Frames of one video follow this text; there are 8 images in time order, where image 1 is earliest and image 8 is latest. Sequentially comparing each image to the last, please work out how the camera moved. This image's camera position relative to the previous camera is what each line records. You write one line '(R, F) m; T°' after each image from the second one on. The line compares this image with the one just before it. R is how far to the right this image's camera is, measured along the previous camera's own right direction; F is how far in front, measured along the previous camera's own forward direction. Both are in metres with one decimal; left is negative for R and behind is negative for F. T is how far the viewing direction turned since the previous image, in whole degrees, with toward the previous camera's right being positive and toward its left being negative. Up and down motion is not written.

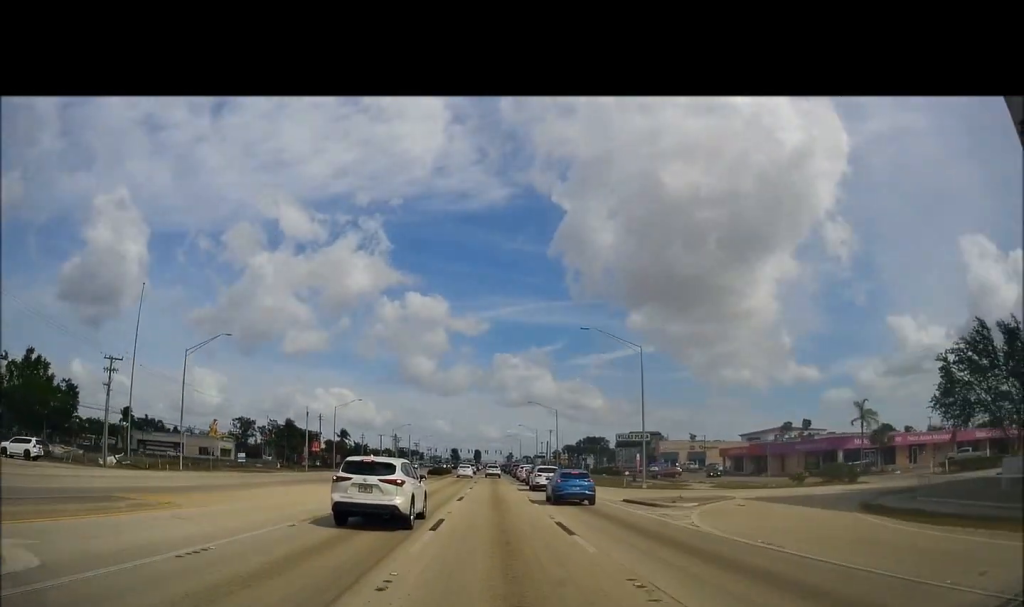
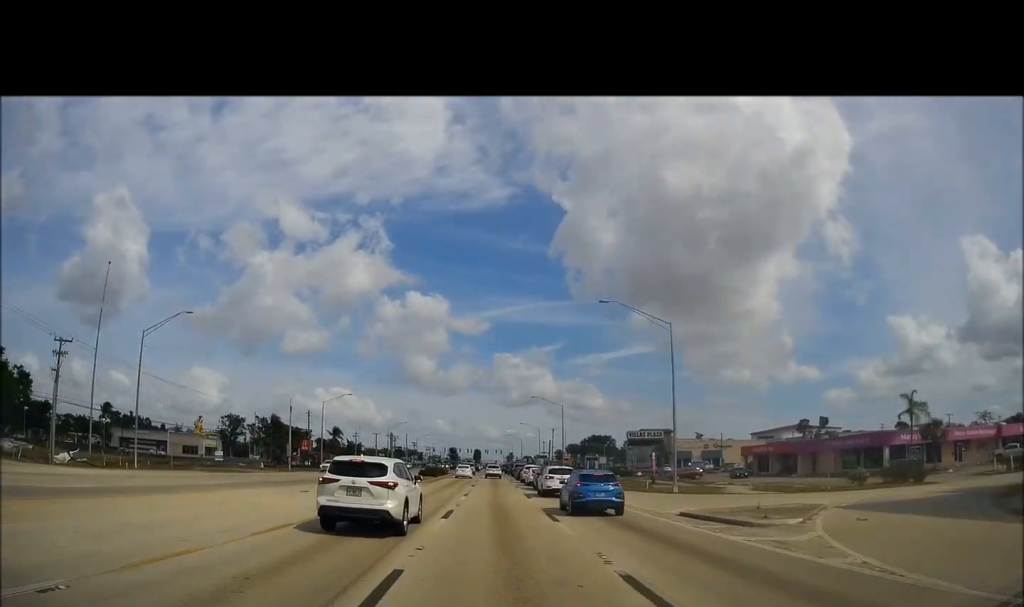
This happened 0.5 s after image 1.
(+0.4, +9.3) m; +1°
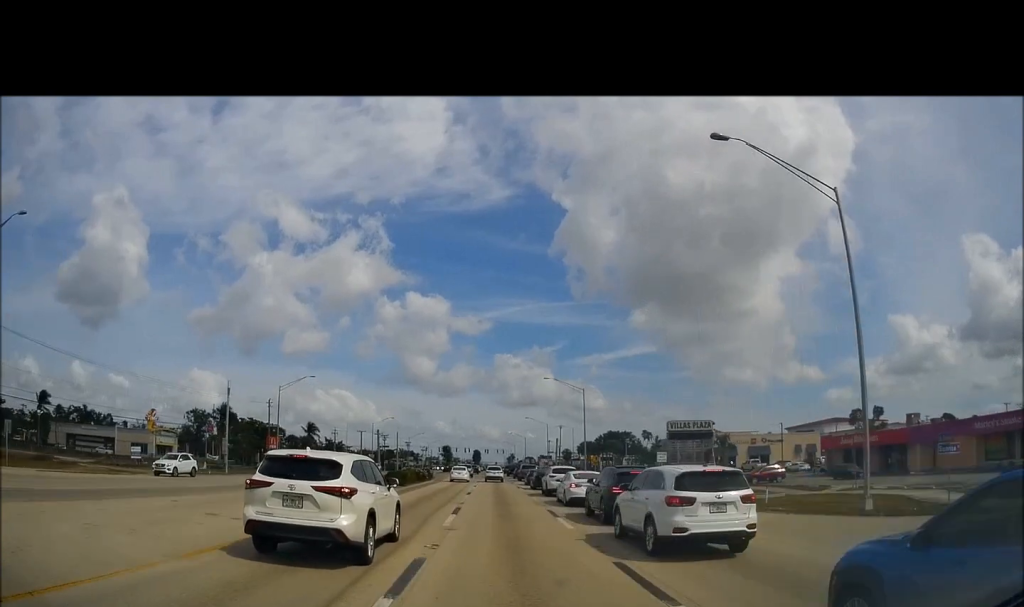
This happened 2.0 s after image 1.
(+0.5, +24.0) m; 0°
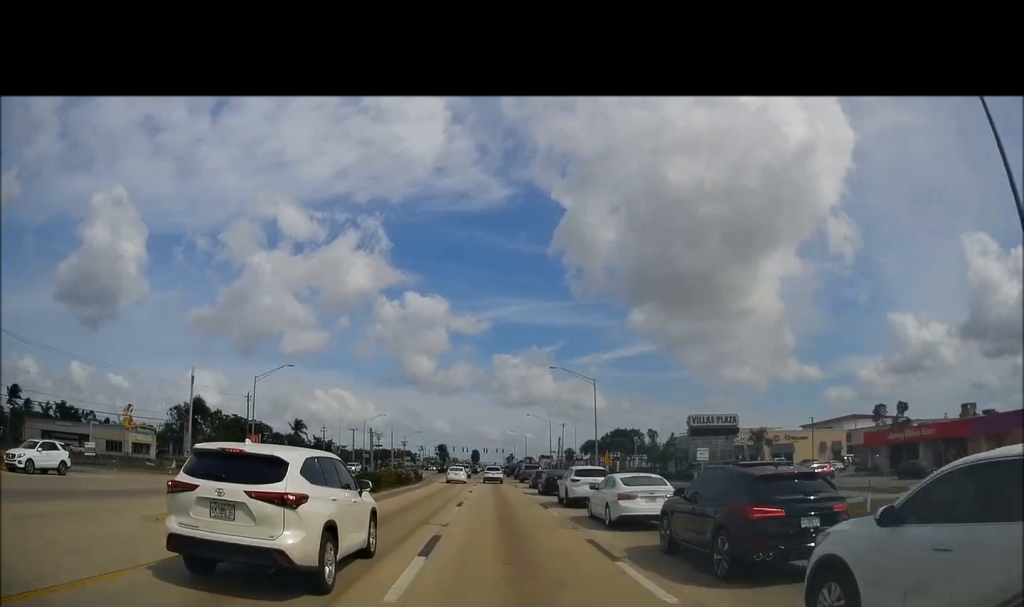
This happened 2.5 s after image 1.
(-0.3, +9.1) m; 0°
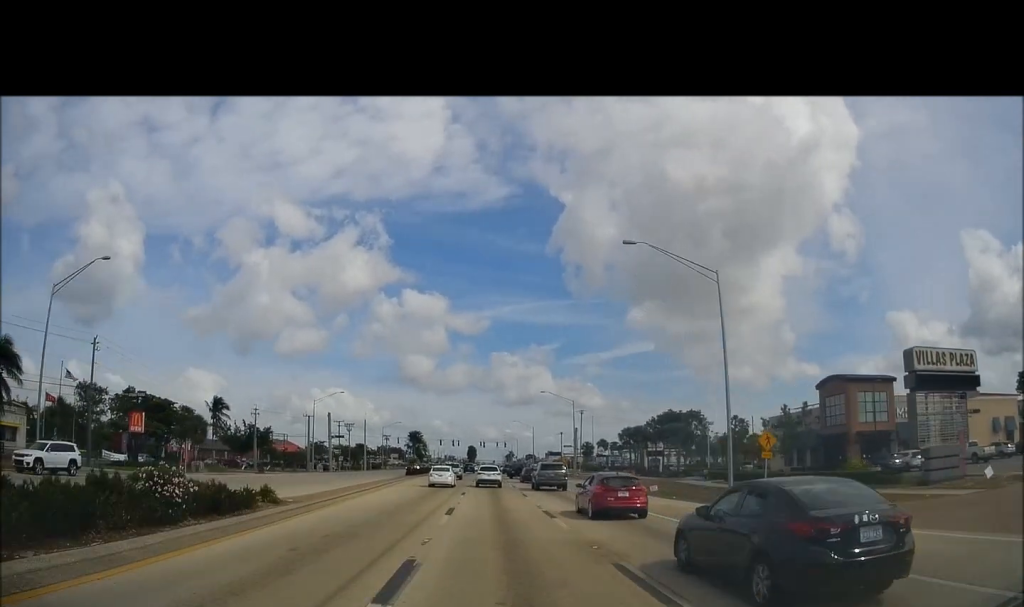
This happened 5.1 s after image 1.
(-0.1, +41.3) m; 0°
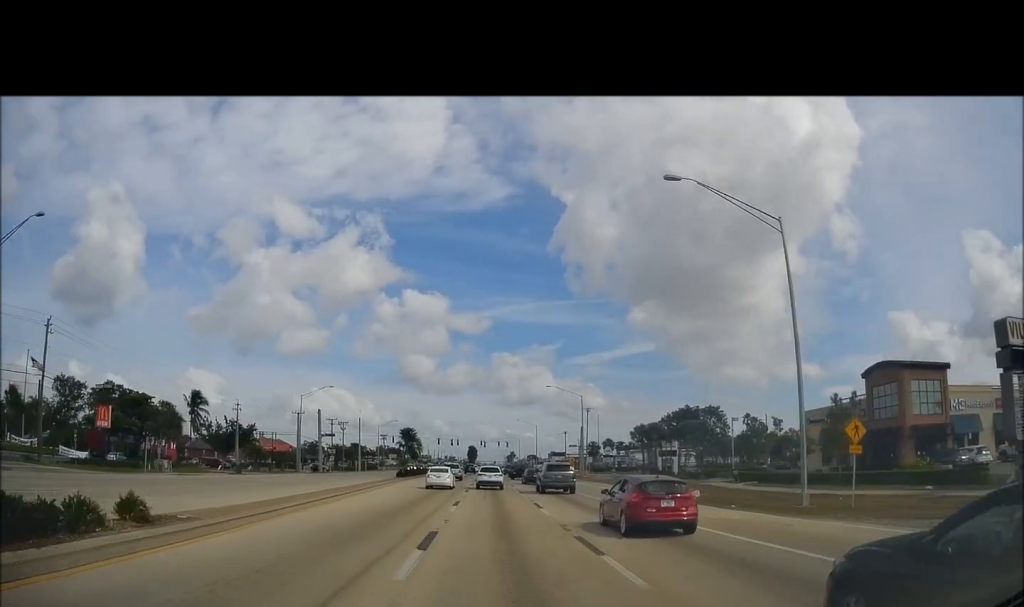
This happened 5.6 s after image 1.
(+0.2, +8.3) m; 0°
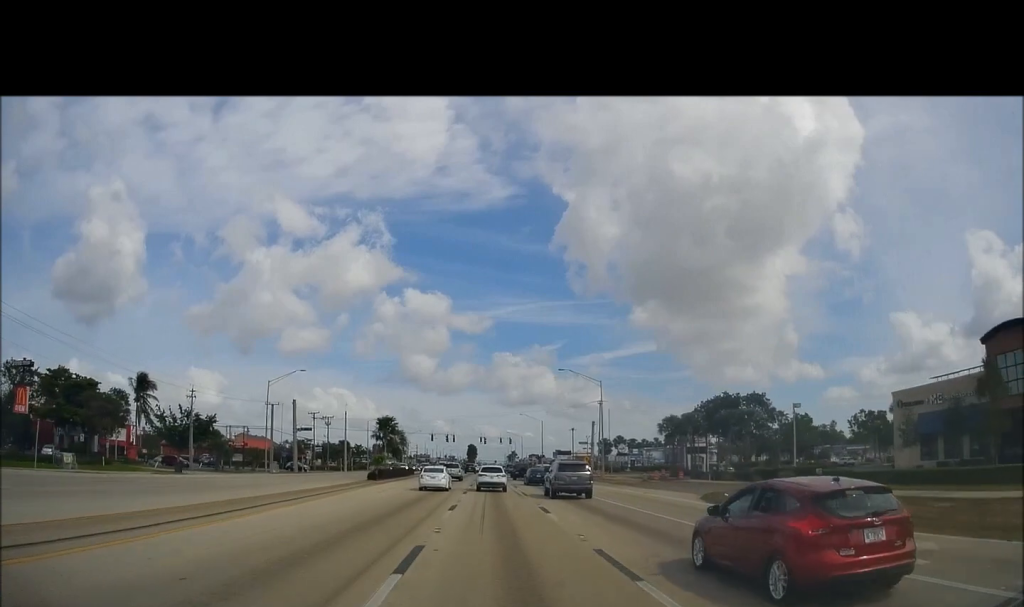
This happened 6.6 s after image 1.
(-0.1, +16.3) m; -1°
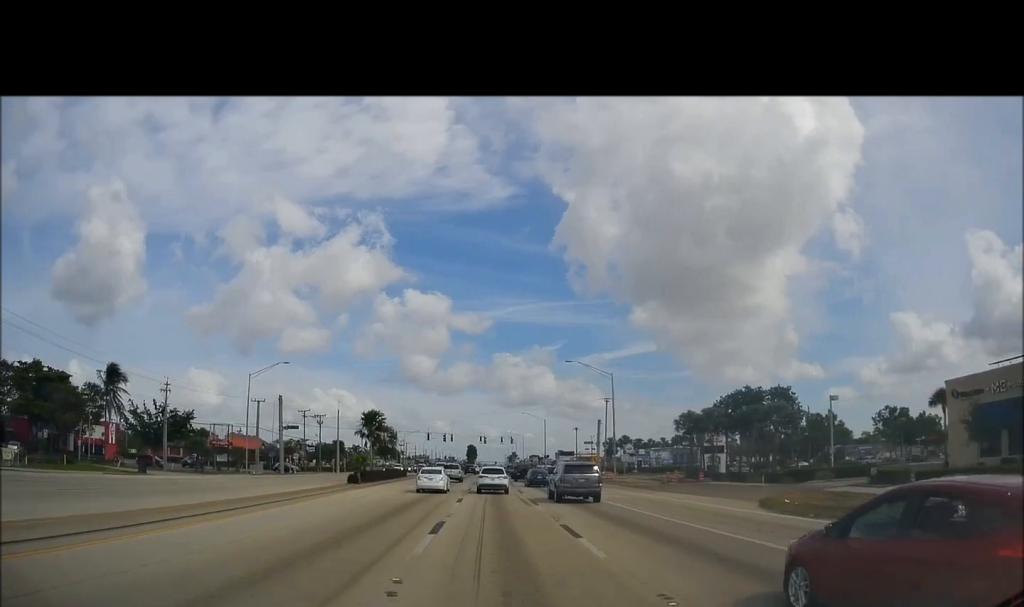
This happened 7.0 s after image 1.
(-0.1, +7.4) m; -1°
